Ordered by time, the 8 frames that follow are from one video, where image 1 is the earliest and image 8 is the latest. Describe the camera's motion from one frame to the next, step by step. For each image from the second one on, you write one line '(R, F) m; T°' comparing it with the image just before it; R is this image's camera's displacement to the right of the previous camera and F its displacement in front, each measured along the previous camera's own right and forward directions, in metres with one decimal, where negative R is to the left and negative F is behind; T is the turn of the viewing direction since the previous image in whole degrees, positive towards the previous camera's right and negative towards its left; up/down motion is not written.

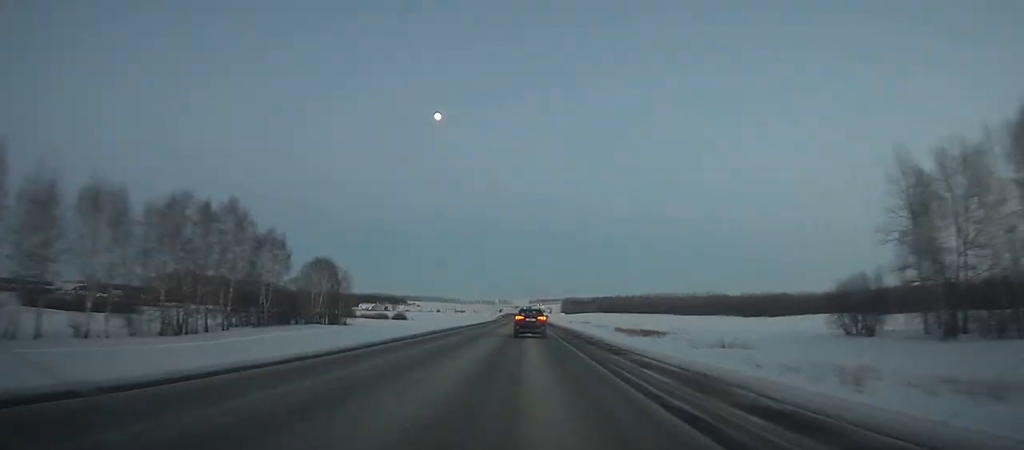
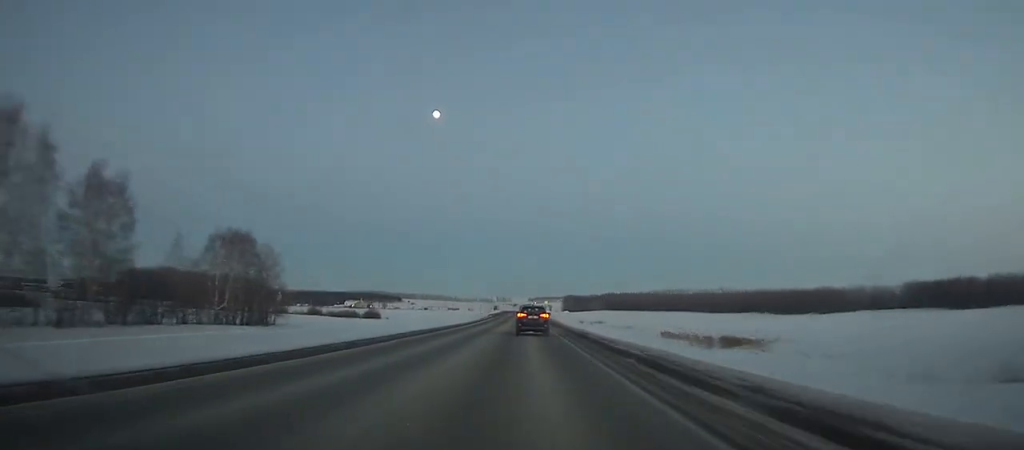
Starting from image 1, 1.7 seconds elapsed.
(0.0, +43.6) m; 0°
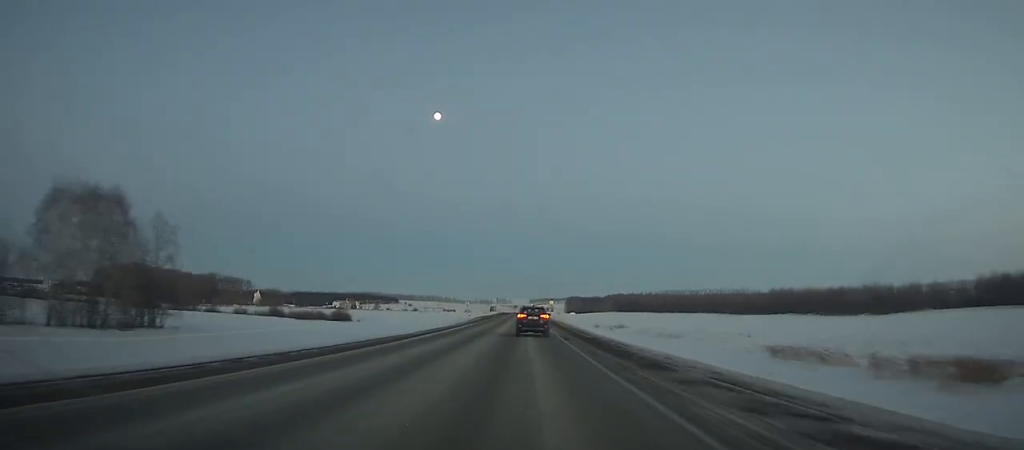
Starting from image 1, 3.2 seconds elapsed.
(0.0, +38.4) m; 0°
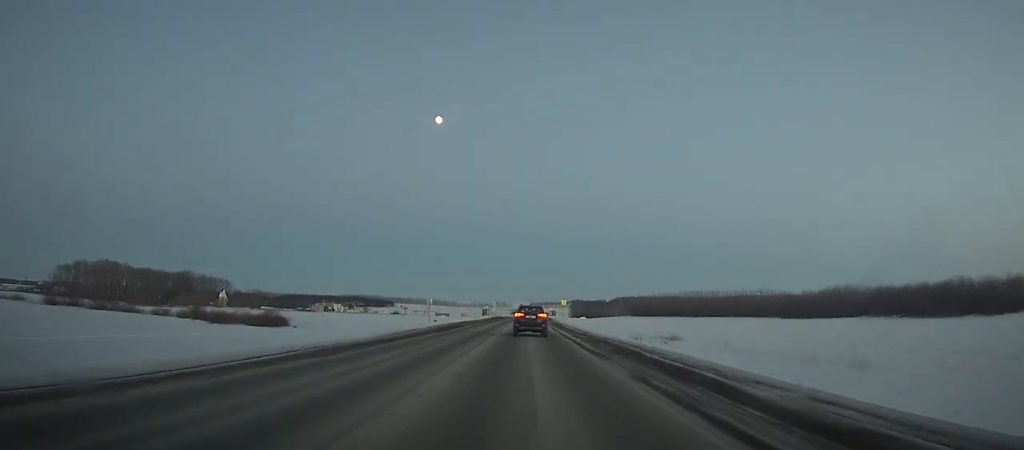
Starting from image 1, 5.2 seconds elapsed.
(0.0, +50.6) m; 0°
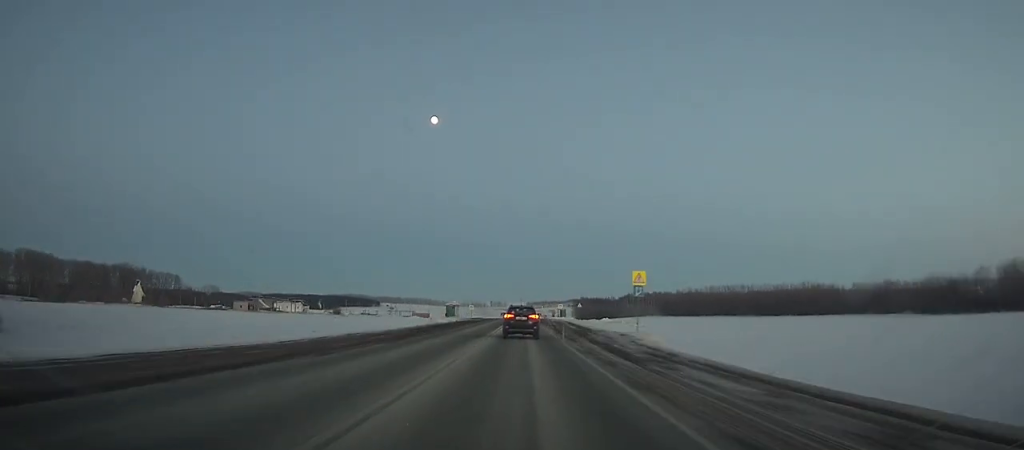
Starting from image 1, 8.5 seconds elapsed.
(-0.1, +82.1) m; 0°
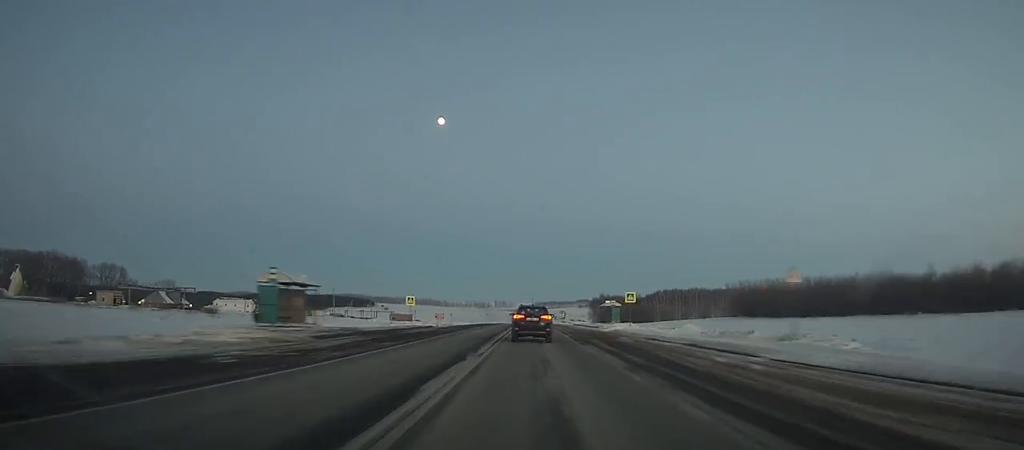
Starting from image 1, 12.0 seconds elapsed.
(-0.1, +84.4) m; 0°
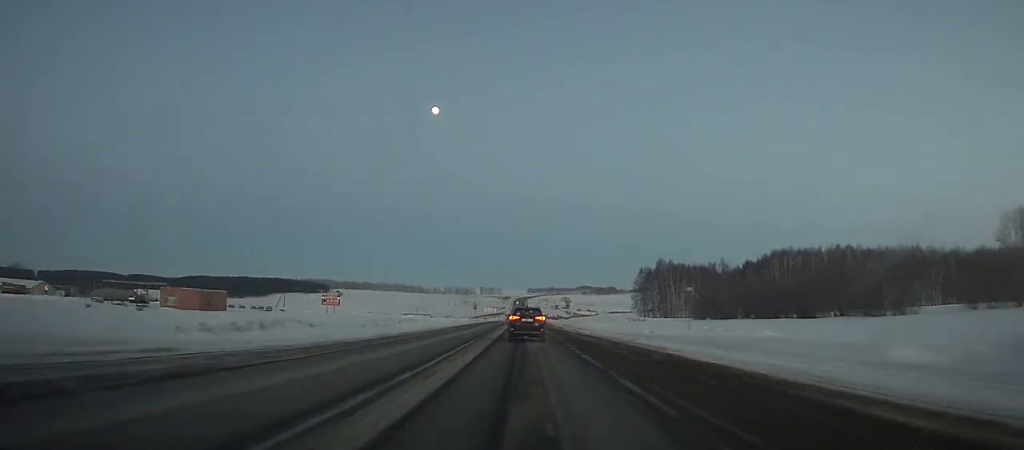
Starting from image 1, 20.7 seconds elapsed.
(+1.5, +200.9) m; +1°
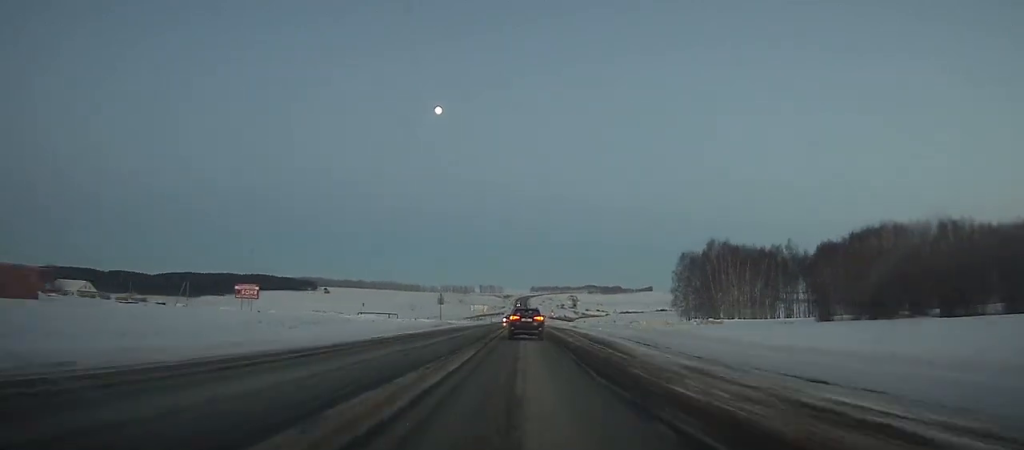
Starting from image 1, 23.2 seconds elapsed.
(0.0, +57.4) m; 0°
